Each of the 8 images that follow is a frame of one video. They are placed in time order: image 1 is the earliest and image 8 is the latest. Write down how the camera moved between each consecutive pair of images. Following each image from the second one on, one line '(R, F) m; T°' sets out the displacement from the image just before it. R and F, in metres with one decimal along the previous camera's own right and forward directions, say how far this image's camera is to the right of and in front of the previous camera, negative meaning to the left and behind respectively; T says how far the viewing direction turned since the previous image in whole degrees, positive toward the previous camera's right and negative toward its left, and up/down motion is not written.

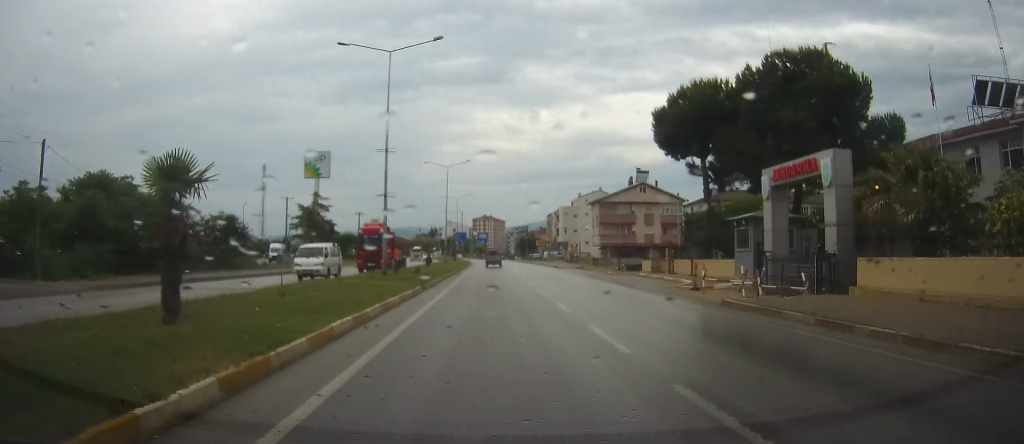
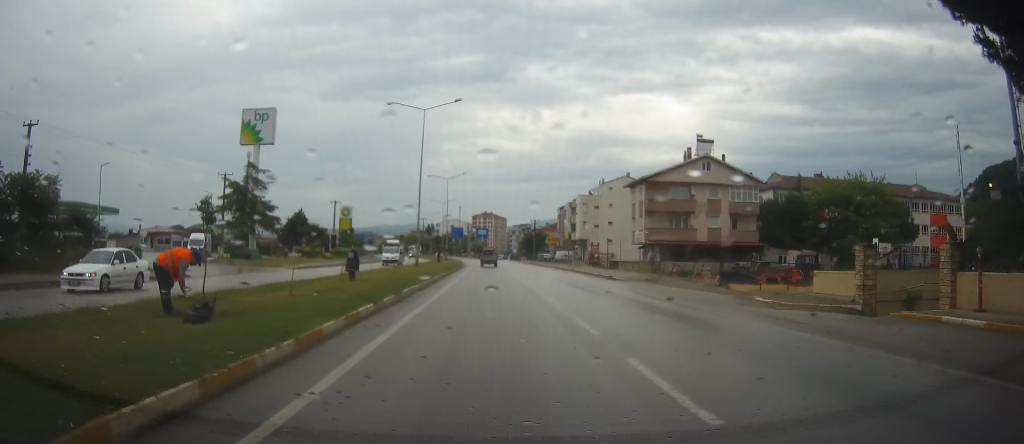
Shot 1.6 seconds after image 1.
(-0.1, +29.0) m; 0°
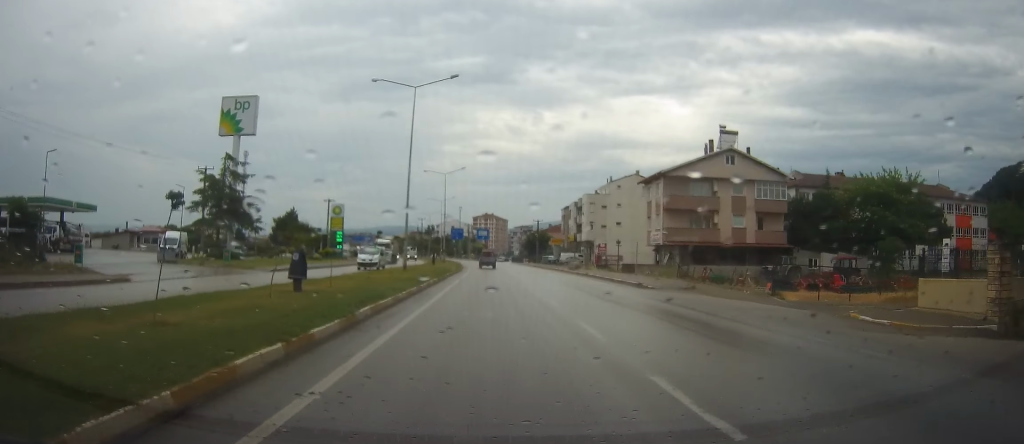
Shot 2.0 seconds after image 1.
(+0.1, +7.4) m; 0°
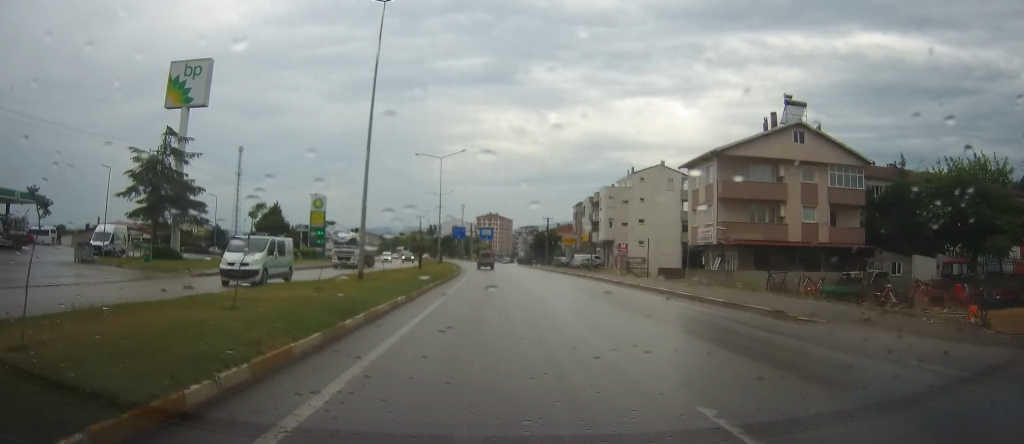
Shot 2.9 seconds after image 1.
(-0.3, +14.7) m; -1°
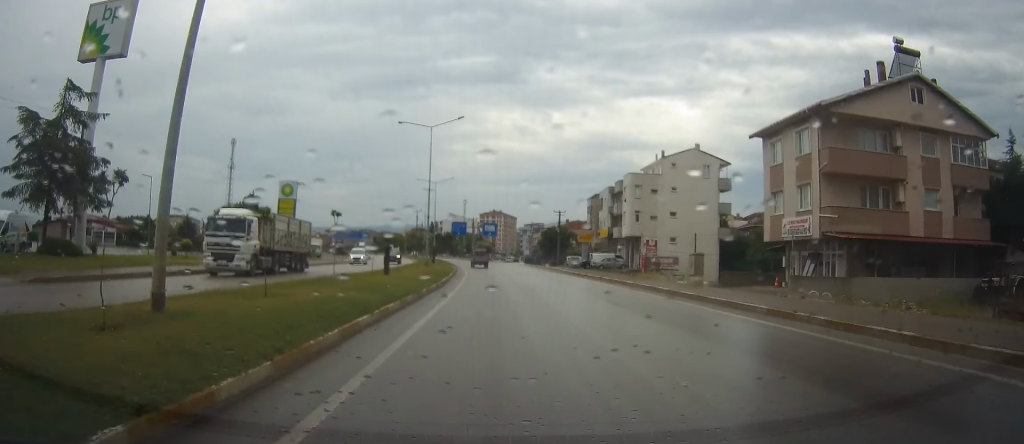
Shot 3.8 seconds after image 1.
(0.0, +15.9) m; +2°
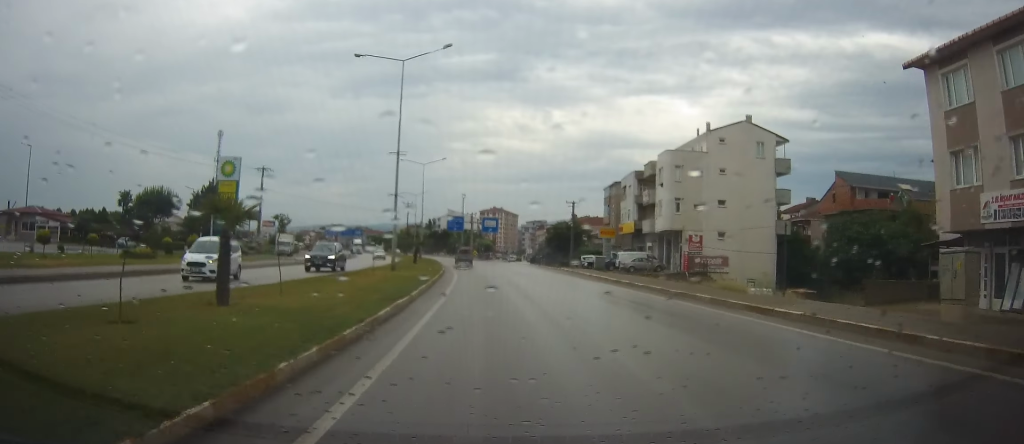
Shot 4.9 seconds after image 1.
(+0.6, +18.3) m; +1°
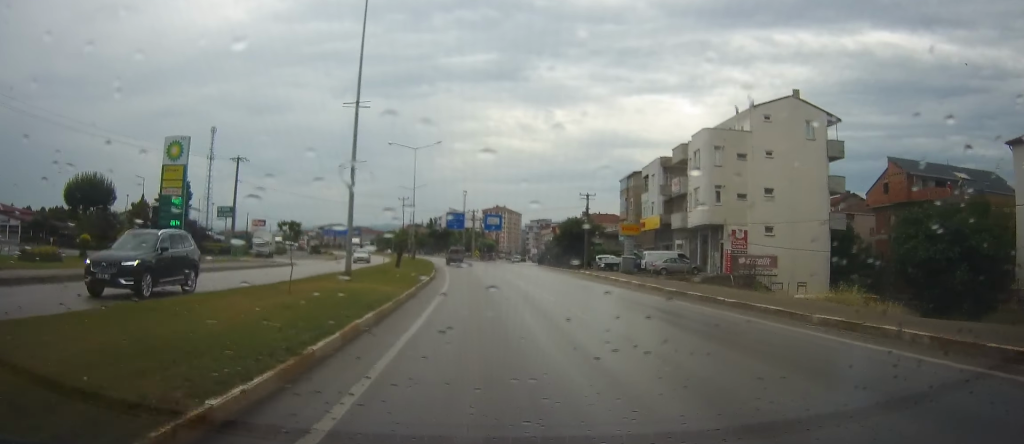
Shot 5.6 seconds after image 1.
(-0.2, +11.5) m; -1°
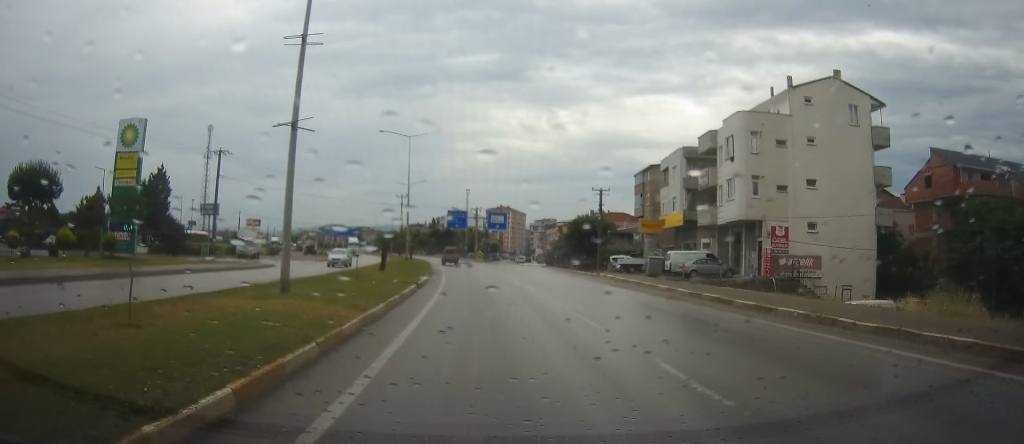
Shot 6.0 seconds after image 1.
(0.0, +7.7) m; -1°
